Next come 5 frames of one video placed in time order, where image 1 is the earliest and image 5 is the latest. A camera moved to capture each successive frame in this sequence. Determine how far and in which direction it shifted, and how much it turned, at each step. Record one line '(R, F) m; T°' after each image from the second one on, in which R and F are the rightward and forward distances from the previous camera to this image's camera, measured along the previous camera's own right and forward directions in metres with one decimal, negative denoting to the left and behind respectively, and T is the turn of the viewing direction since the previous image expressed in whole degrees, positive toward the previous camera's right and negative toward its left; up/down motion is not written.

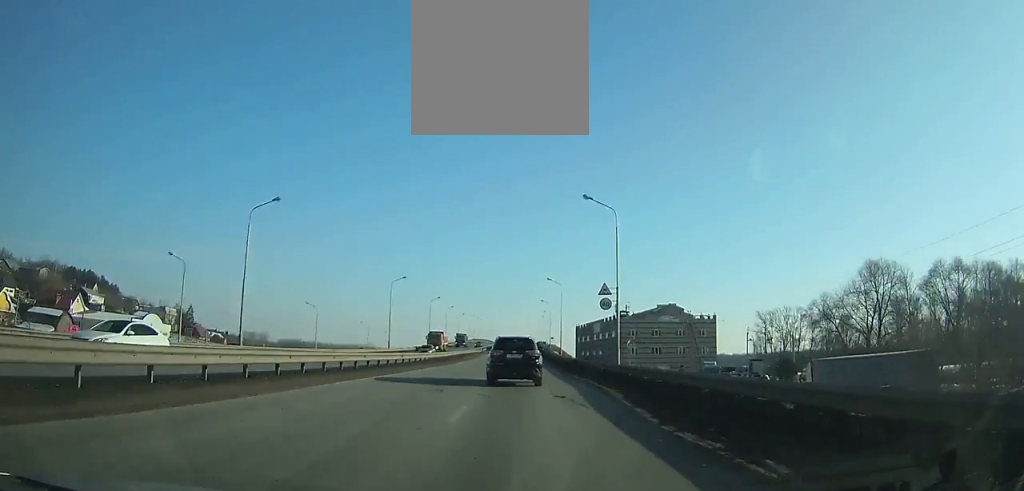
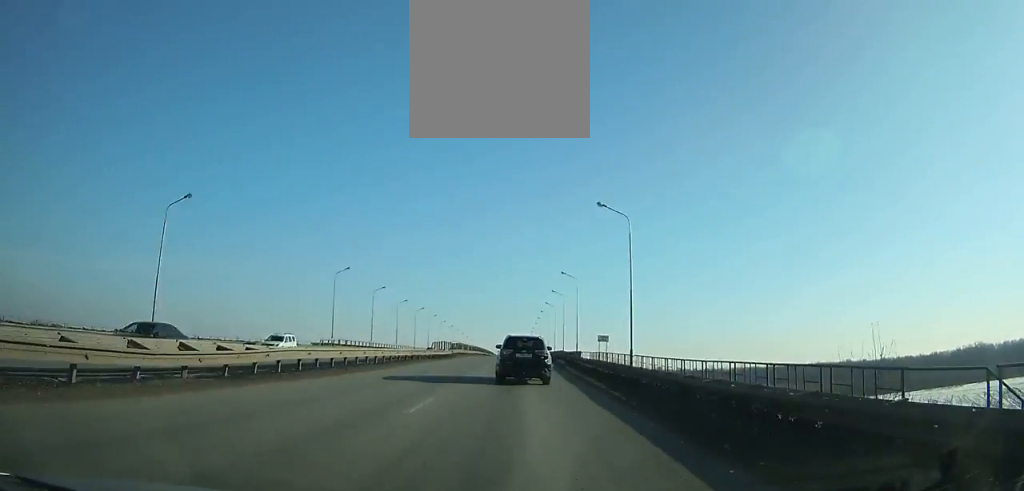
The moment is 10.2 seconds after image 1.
(+2.1, +165.8) m; +1°
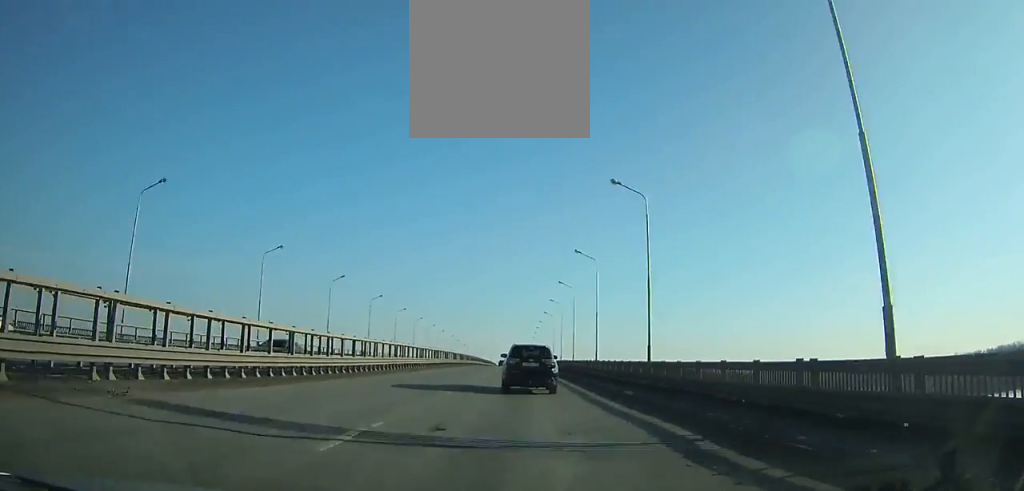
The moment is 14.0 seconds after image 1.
(0.0, +63.9) m; 0°
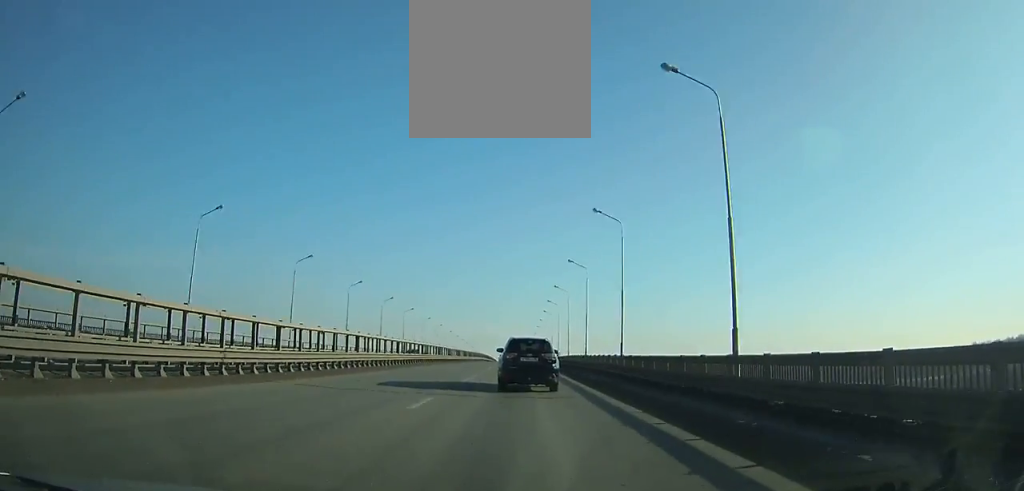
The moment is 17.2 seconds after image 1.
(-0.2, +54.9) m; 0°
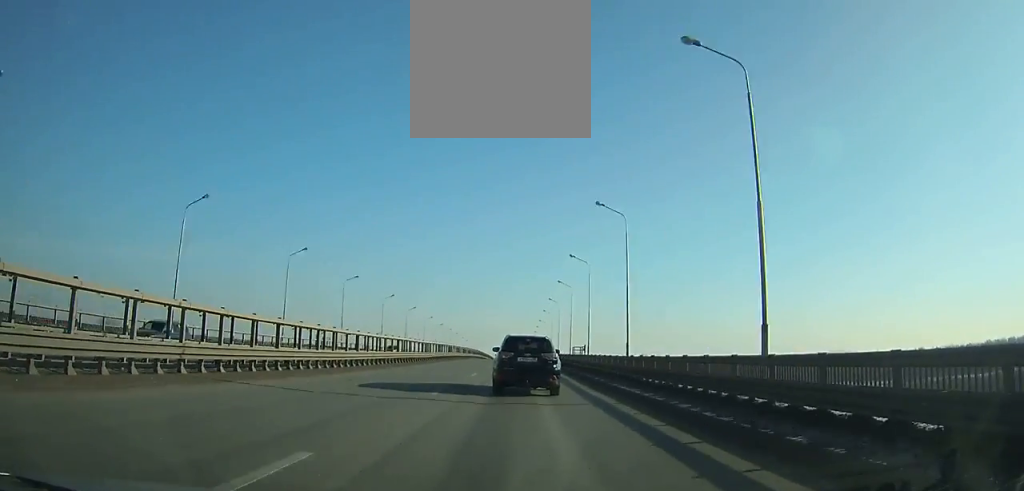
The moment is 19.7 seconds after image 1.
(0.0, +43.7) m; 0°
